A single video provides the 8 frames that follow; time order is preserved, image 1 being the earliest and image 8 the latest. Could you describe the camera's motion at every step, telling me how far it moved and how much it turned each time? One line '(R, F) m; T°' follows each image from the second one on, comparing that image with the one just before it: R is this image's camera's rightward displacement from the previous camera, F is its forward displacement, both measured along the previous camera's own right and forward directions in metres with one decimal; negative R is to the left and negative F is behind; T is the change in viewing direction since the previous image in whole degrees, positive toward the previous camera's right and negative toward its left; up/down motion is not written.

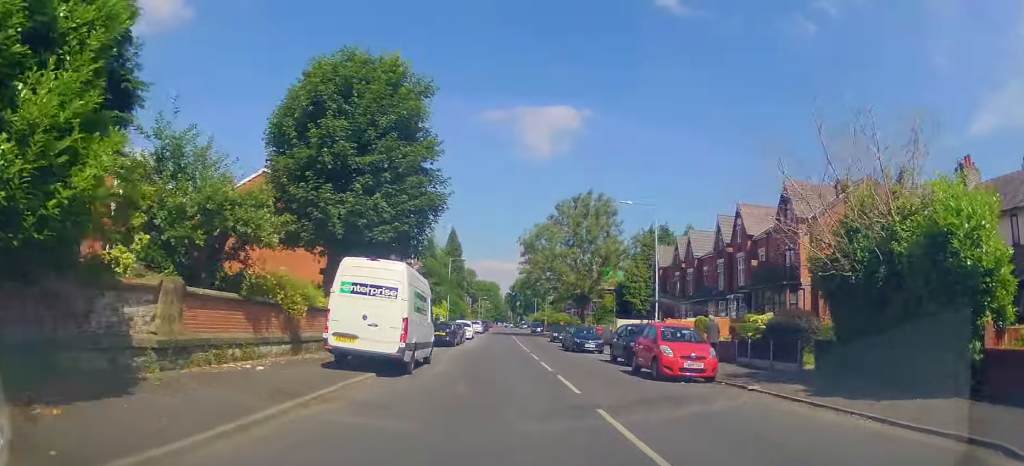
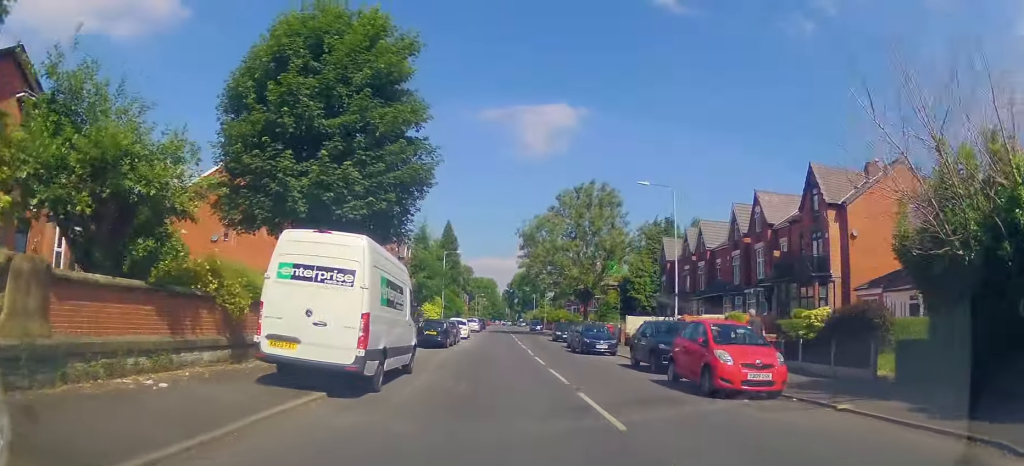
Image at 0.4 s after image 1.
(0.0, +3.9) m; 0°
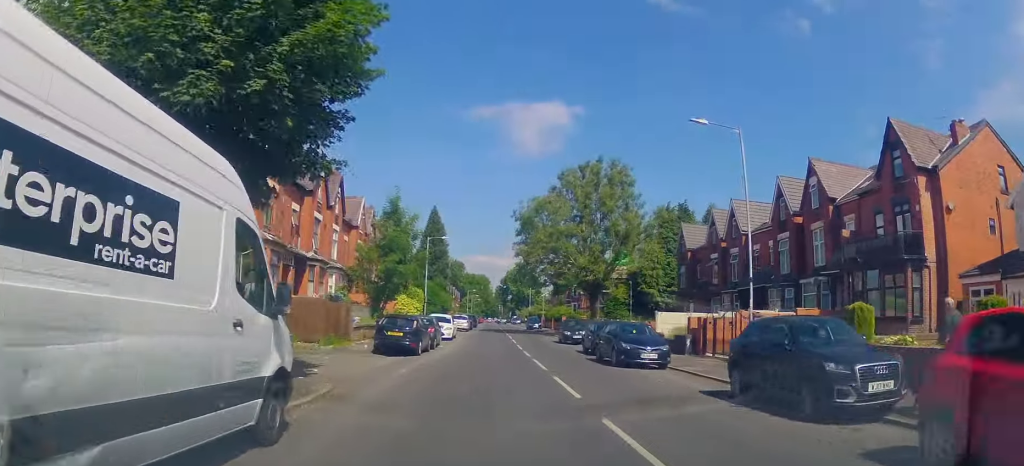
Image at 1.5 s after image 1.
(0.0, +9.3) m; +1°
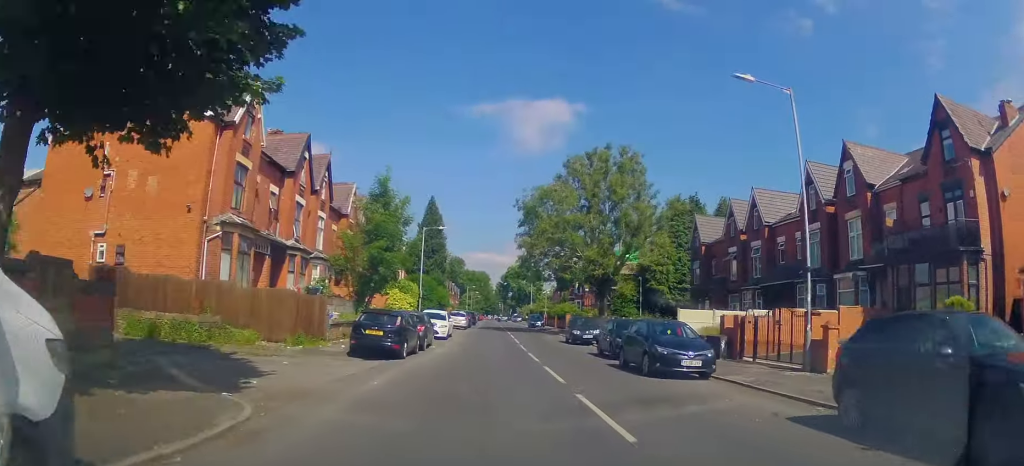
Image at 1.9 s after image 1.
(-0.1, +3.9) m; +1°
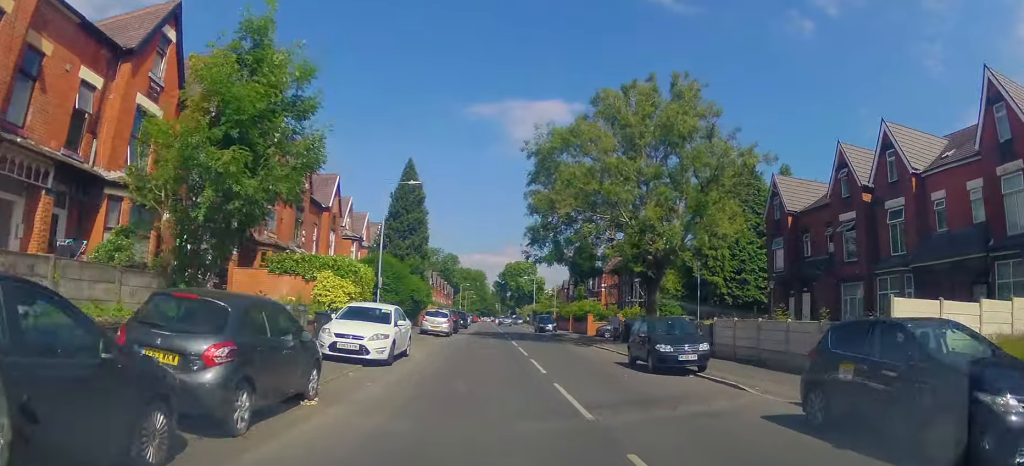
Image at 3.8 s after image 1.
(0.0, +16.5) m; +1°
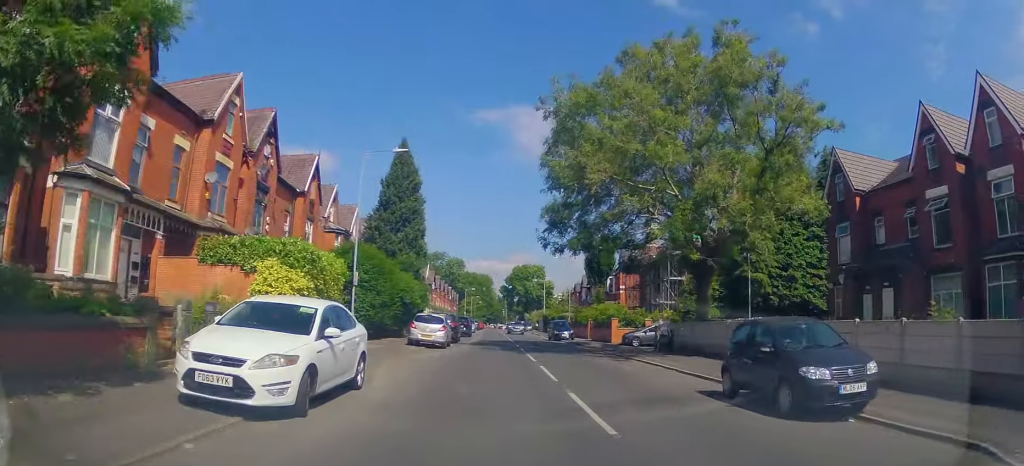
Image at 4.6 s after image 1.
(+0.3, +7.2) m; 0°
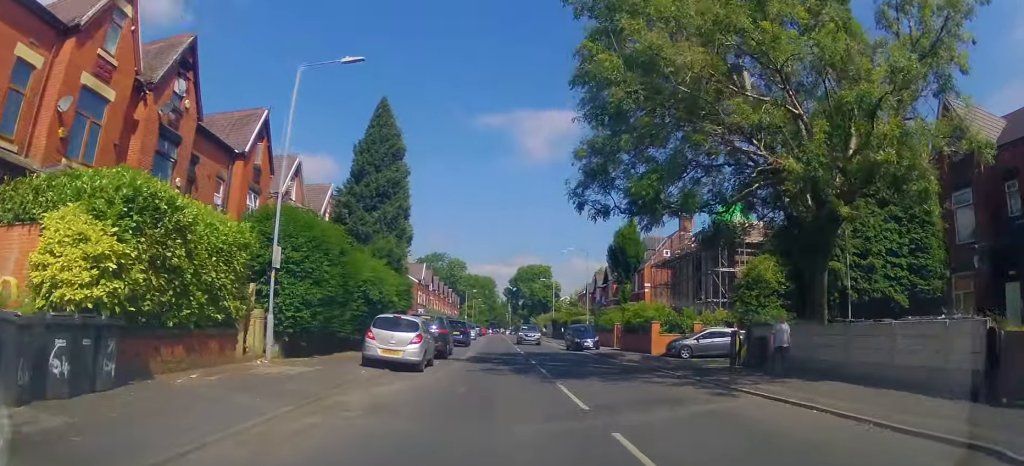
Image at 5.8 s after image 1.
(-0.3, +9.6) m; -1°
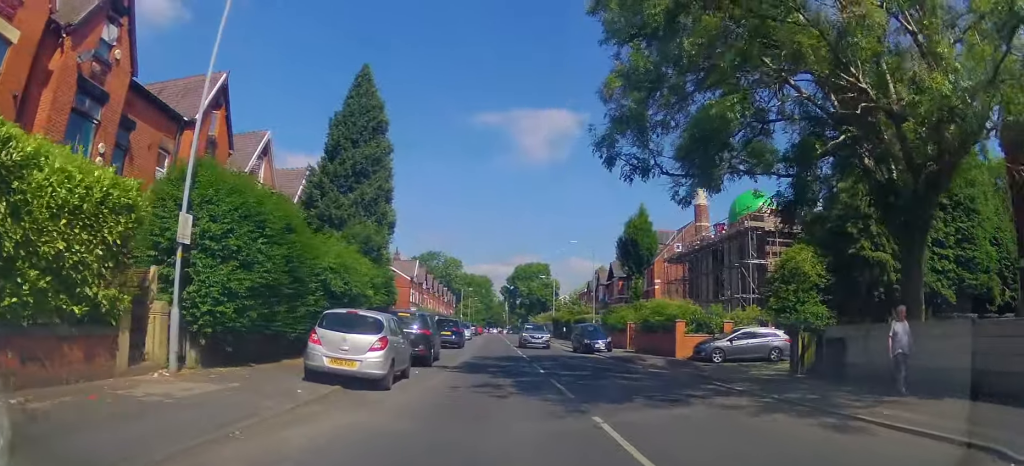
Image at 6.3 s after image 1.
(0.0, +4.8) m; 0°
